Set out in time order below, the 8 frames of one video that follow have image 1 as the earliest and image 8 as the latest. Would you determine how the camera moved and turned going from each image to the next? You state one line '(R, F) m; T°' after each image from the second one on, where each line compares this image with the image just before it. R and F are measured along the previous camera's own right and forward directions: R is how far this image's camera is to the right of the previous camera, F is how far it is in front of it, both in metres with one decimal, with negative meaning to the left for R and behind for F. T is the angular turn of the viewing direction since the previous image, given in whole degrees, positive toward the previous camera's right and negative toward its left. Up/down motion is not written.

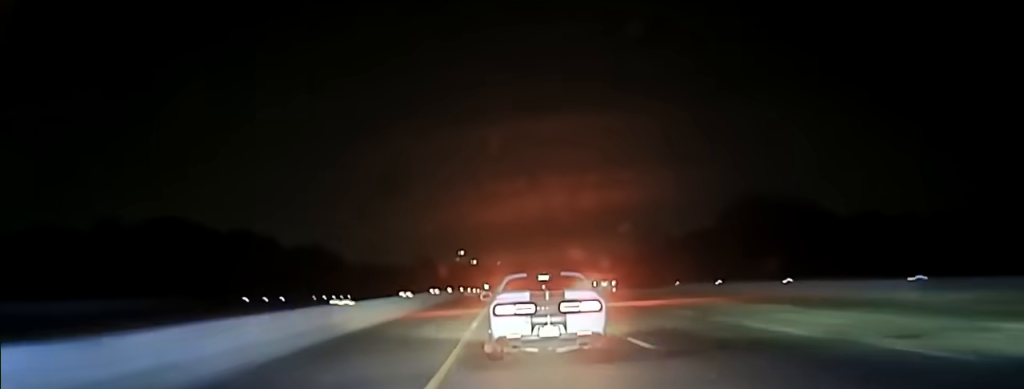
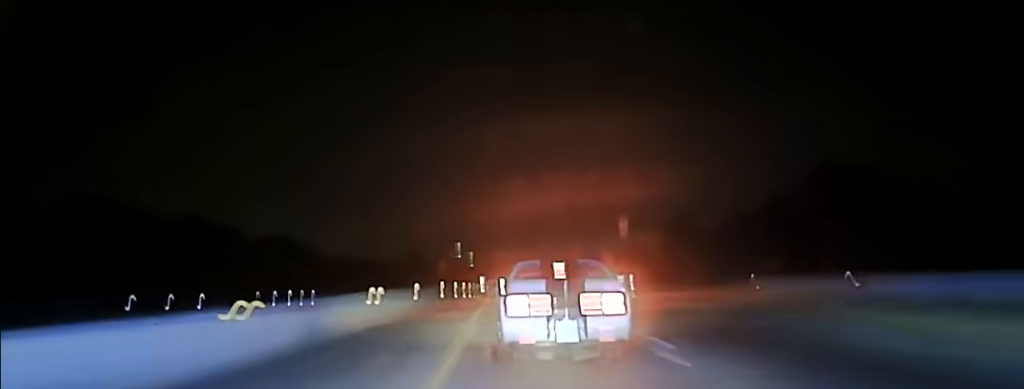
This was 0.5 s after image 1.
(-0.1, +27.1) m; 0°
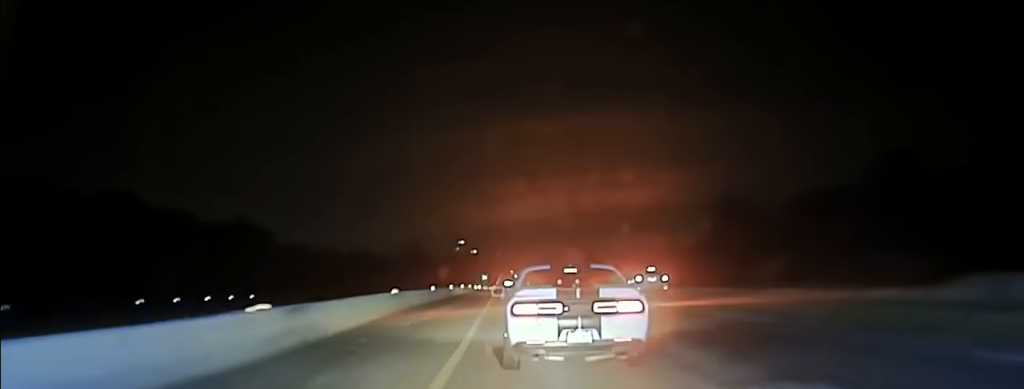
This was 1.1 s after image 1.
(+0.2, +29.3) m; 0°
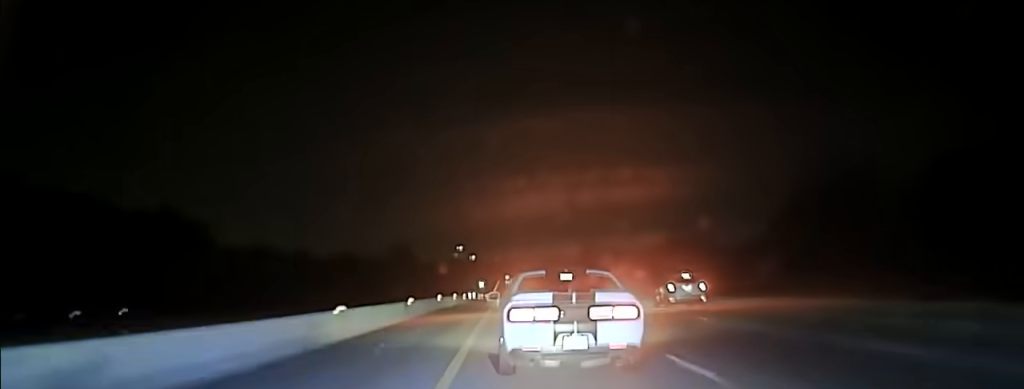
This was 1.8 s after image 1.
(+0.1, +33.2) m; 0°
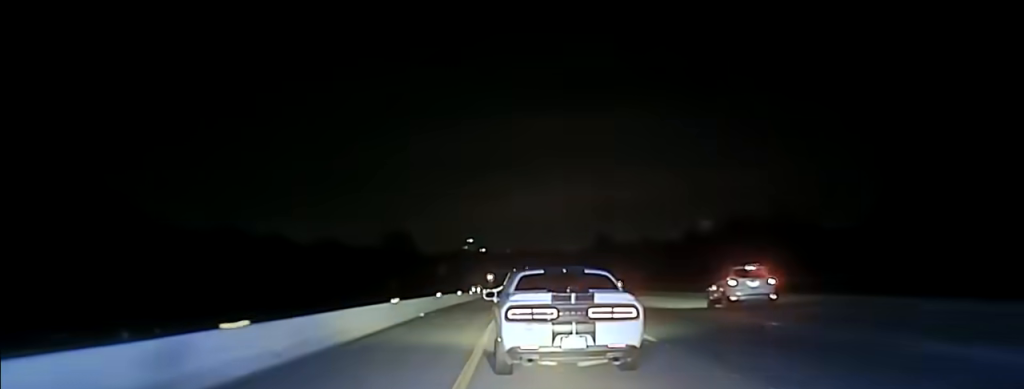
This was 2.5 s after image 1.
(0.0, +30.5) m; 0°
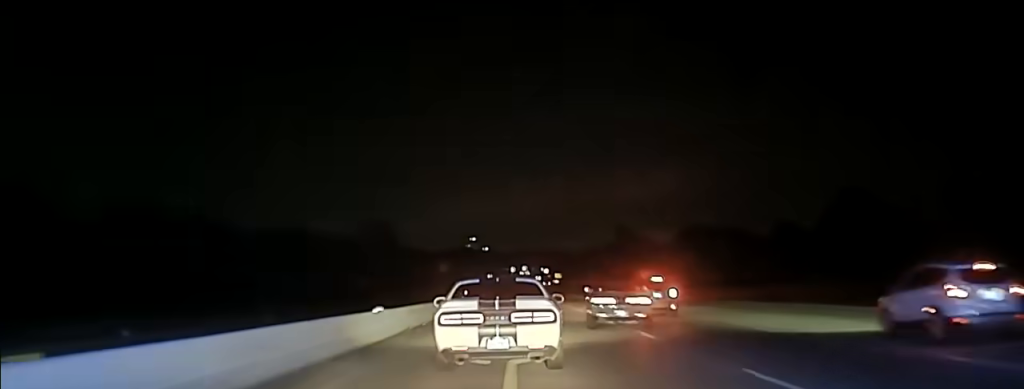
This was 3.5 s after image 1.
(-0.1, +45.2) m; -1°
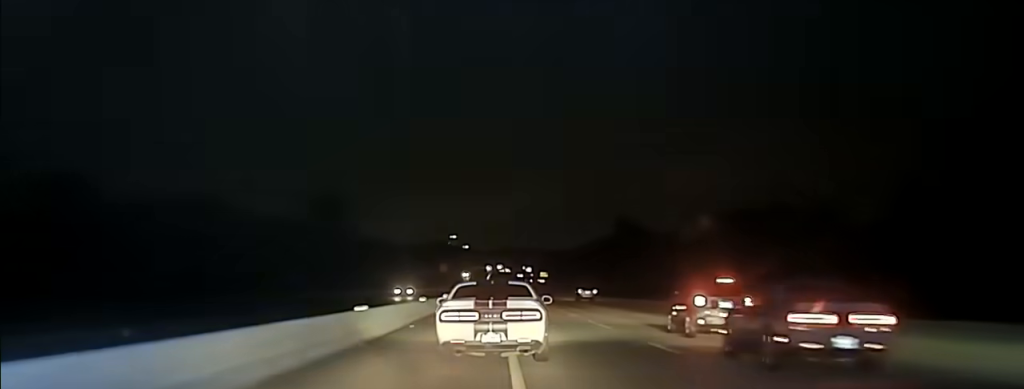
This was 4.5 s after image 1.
(-0.4, +39.1) m; +1°
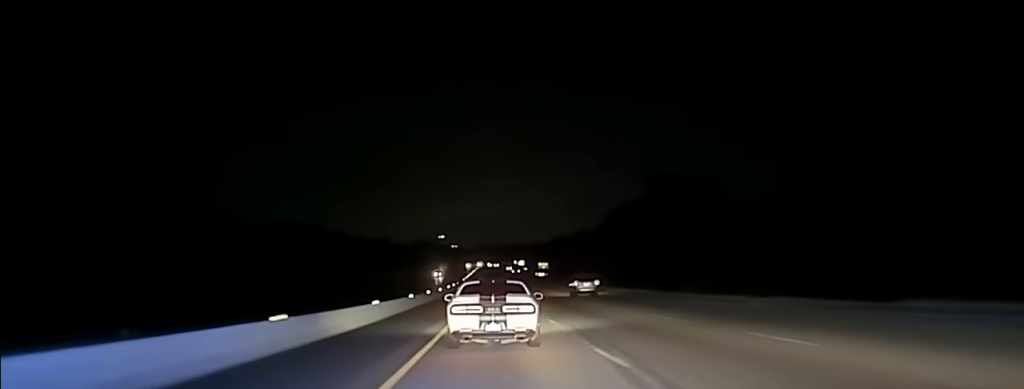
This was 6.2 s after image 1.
(+1.8, +78.0) m; 0°
